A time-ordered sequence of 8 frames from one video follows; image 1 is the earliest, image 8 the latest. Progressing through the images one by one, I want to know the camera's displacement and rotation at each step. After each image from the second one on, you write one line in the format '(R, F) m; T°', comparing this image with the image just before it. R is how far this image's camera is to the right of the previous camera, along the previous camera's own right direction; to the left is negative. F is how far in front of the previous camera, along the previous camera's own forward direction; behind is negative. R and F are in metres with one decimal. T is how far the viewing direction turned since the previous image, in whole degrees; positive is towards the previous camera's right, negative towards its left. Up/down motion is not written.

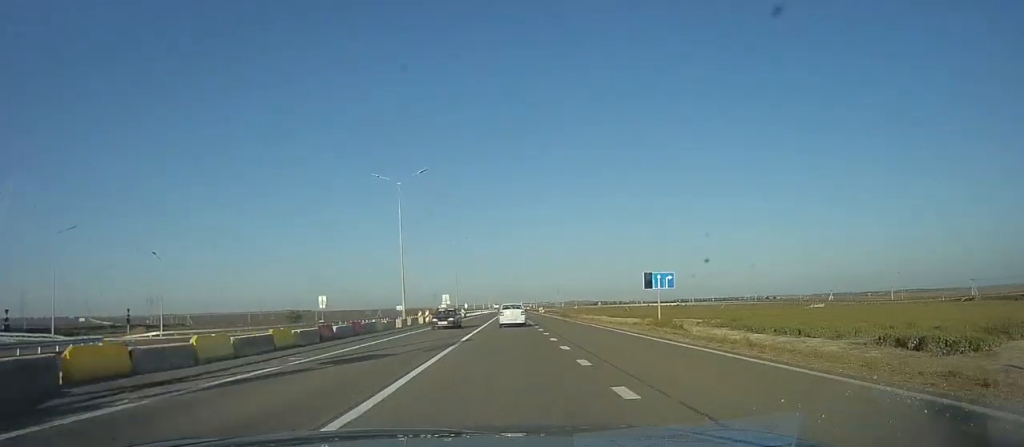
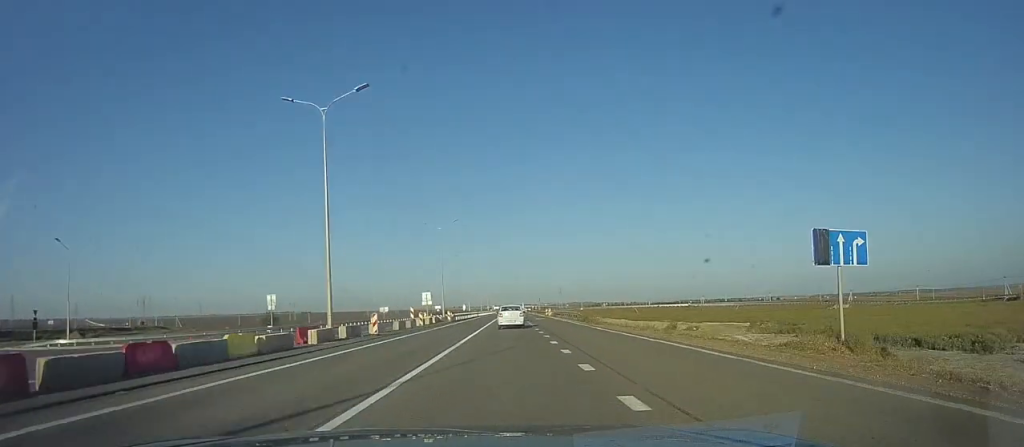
(0.0, +17.5) m; +2°
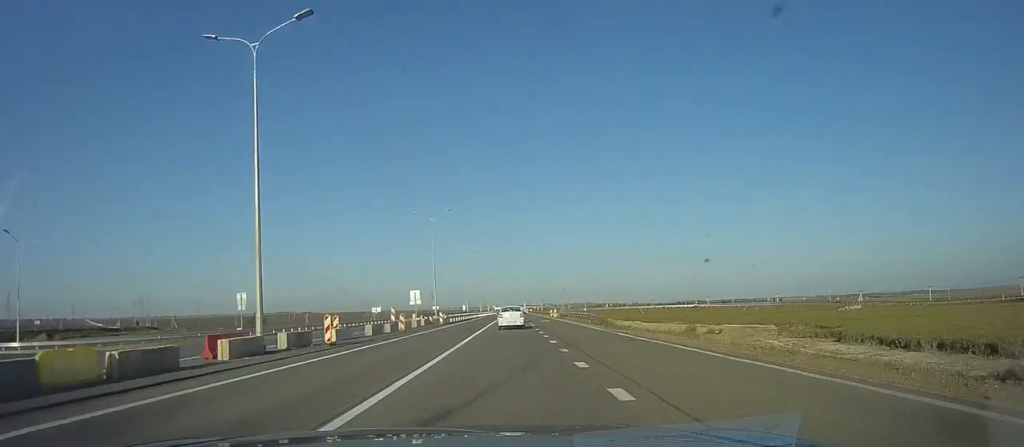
(+0.2, +7.5) m; +1°
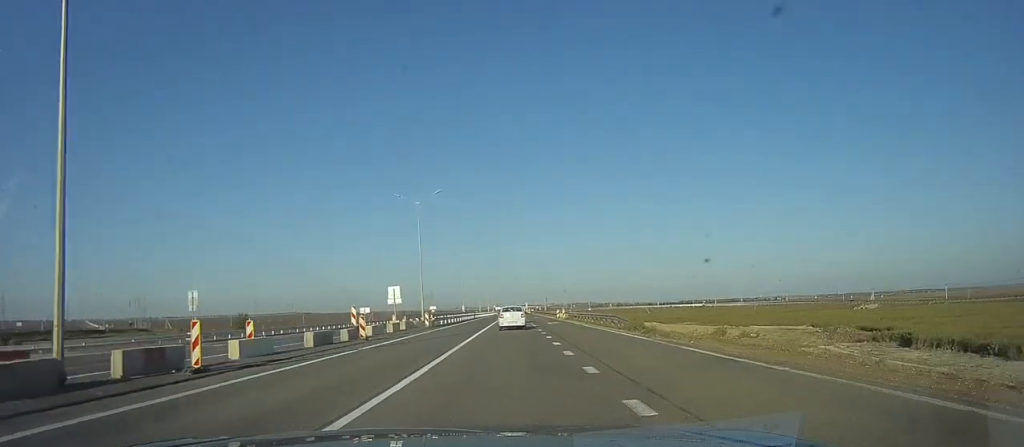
(+0.1, +8.9) m; +1°
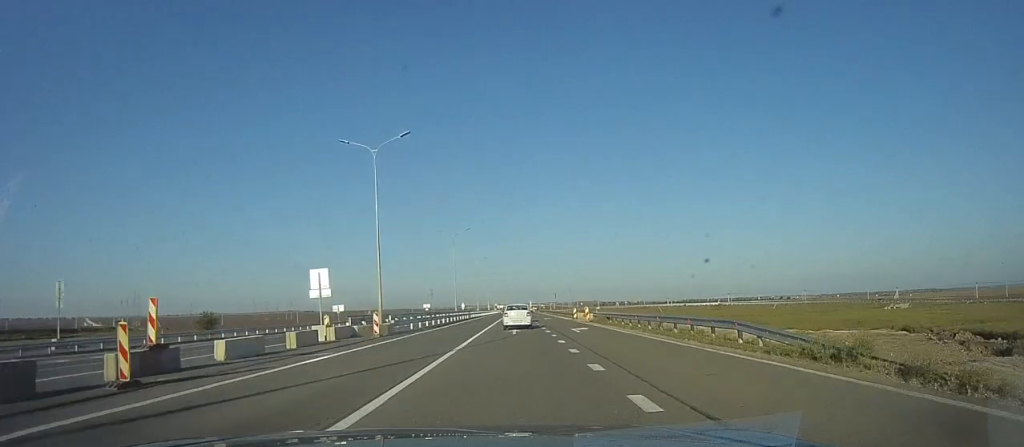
(0.0, +15.7) m; 0°
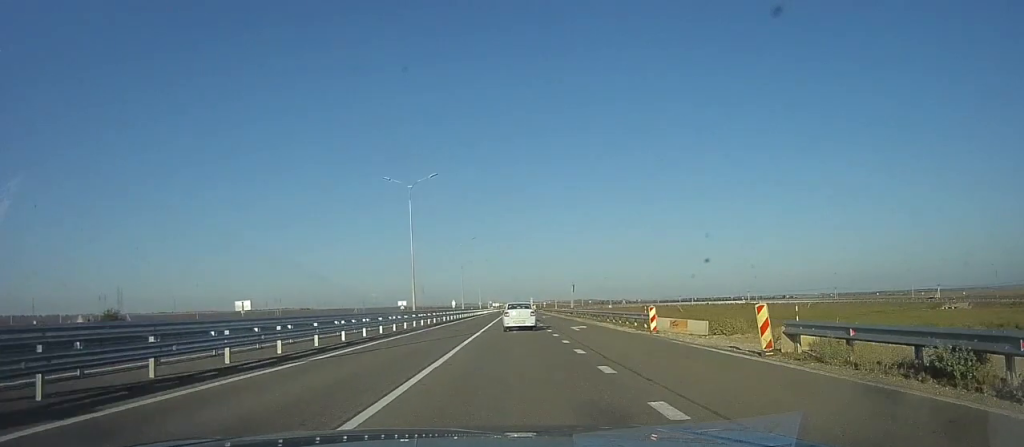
(0.0, +28.6) m; 0°
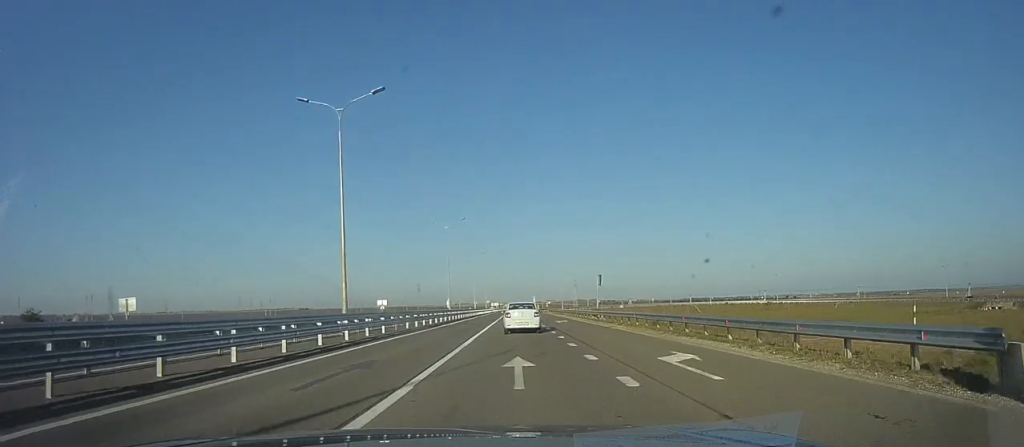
(0.0, +17.5) m; 0°
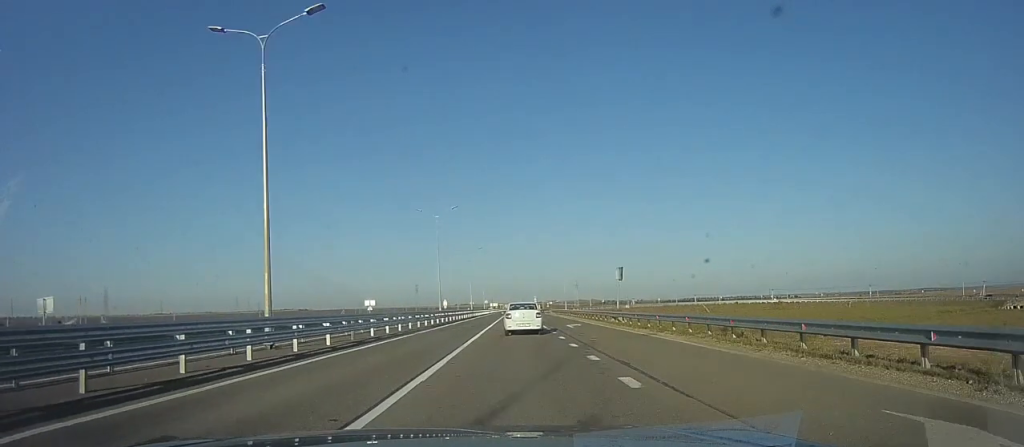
(0.0, +7.6) m; 0°
